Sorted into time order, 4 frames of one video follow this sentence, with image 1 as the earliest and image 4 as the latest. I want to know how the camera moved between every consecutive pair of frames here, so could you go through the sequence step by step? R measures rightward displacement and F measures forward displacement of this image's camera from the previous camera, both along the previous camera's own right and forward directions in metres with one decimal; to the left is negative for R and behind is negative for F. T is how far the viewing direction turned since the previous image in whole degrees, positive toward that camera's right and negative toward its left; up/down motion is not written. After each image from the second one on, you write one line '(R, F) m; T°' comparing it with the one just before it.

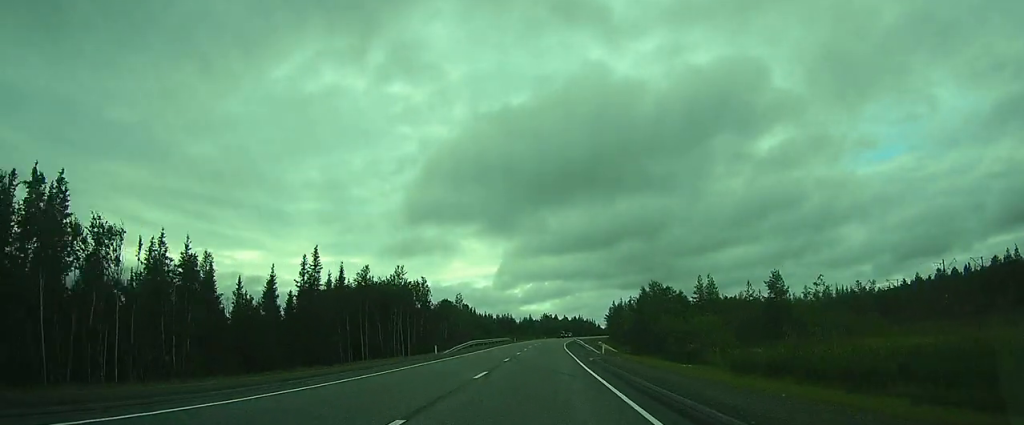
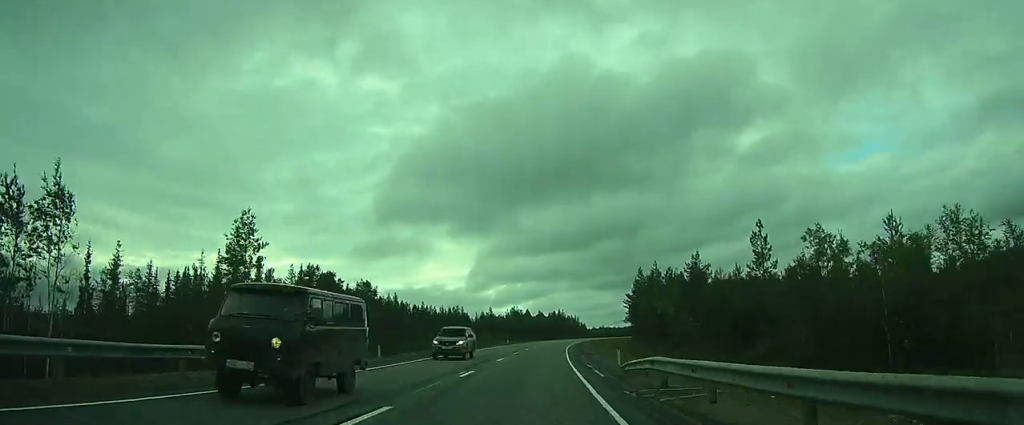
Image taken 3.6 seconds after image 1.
(+2.2, +85.3) m; +3°
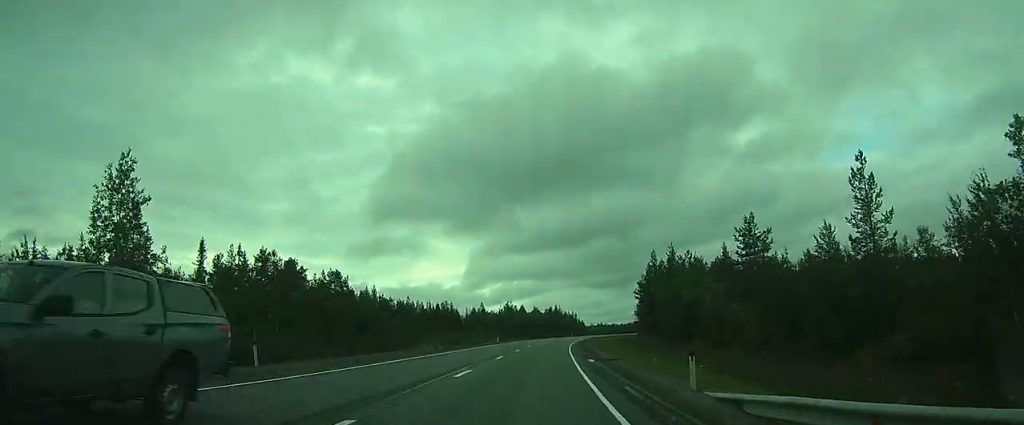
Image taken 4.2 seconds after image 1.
(0.0, +13.7) m; 0°
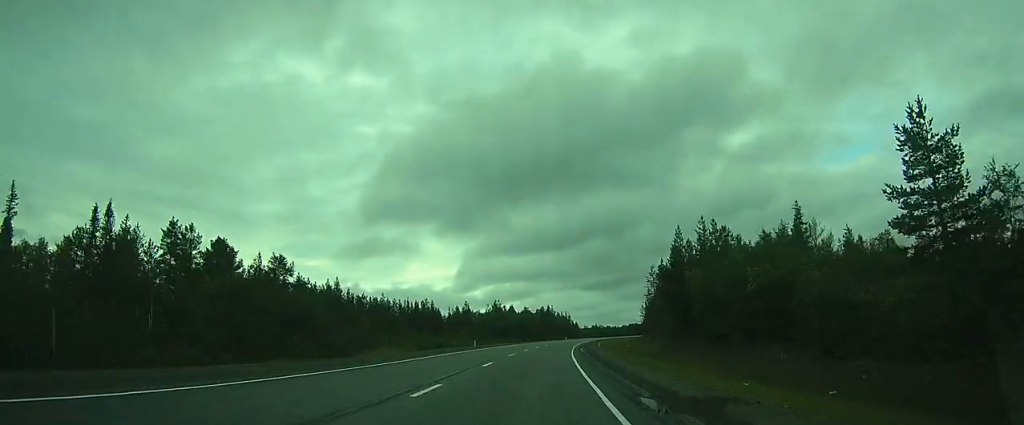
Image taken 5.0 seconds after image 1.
(0.0, +16.7) m; +1°
